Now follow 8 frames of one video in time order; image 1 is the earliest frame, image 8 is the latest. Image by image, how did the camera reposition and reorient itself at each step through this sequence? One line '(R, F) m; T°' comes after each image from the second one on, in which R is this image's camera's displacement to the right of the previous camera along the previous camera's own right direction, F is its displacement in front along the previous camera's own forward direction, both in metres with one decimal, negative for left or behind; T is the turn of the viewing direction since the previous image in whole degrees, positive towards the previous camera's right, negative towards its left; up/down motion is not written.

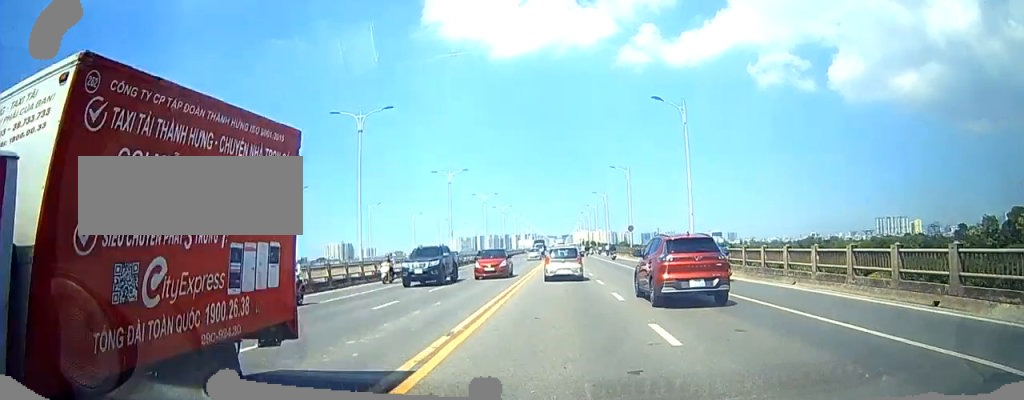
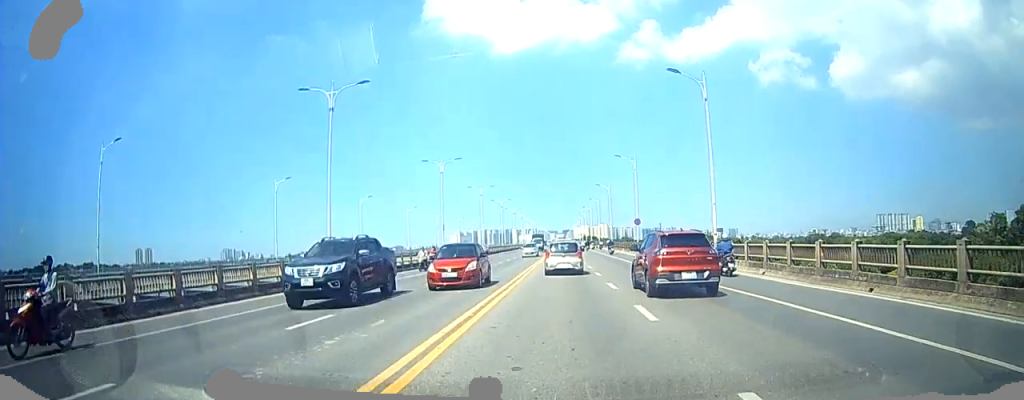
(0.0, +4.6) m; 0°
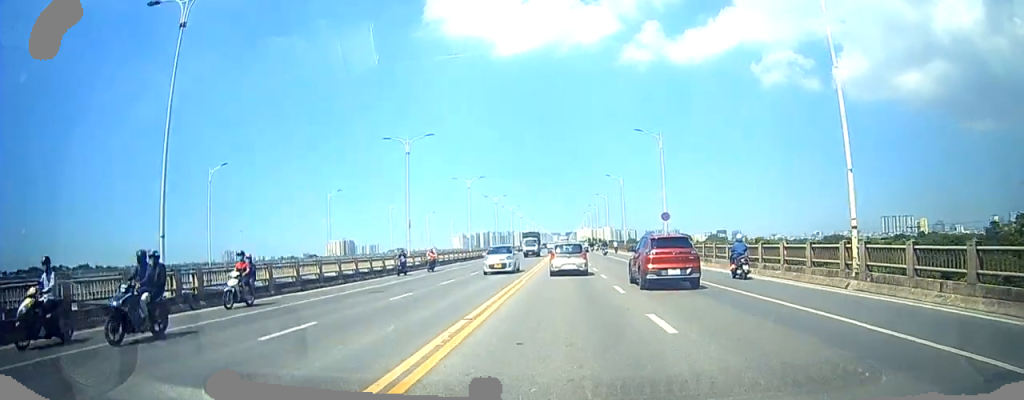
(0.0, +13.3) m; 0°
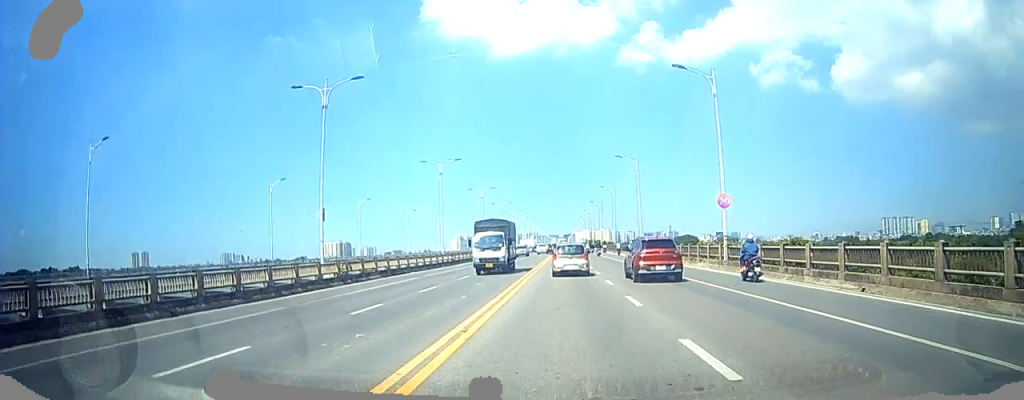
(0.0, +16.4) m; 0°
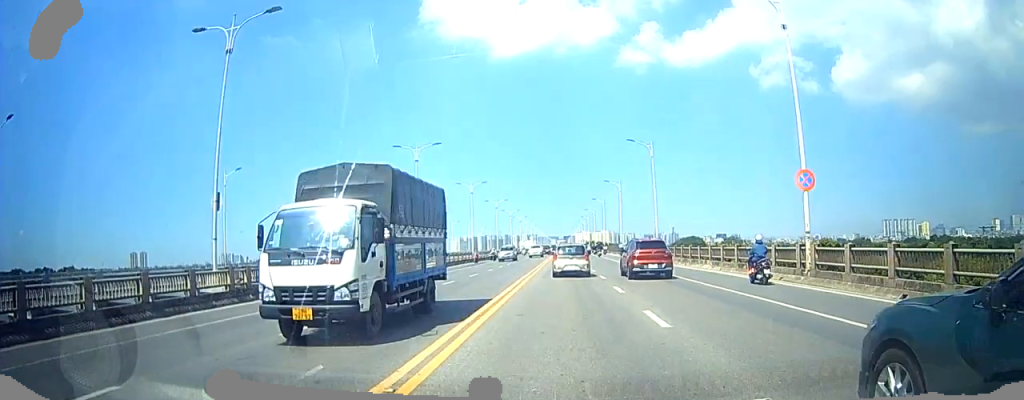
(0.0, +9.6) m; 0°
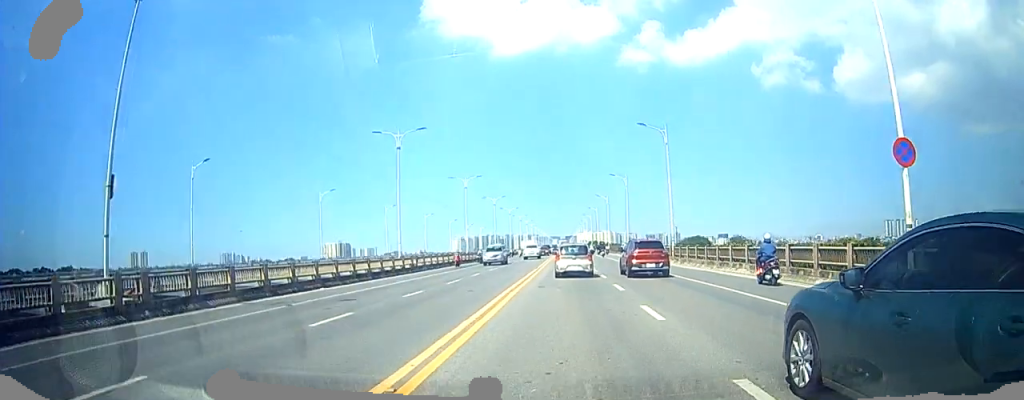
(0.0, +5.9) m; 0°
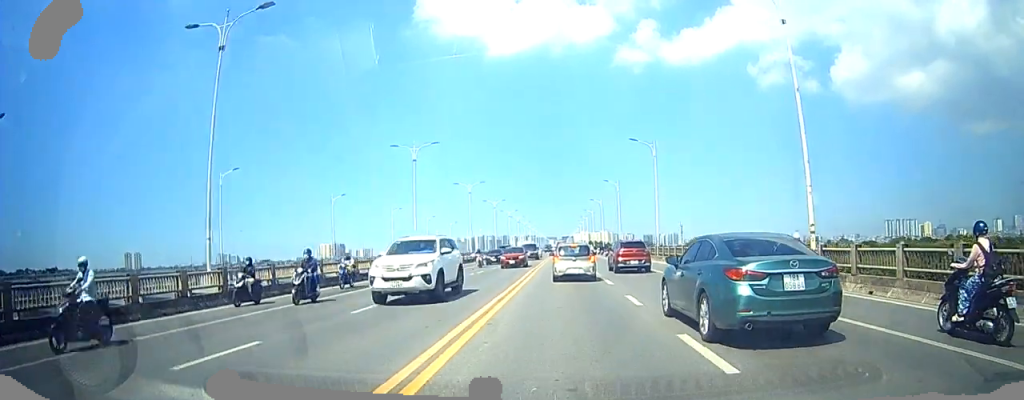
(0.0, +24.0) m; 0°
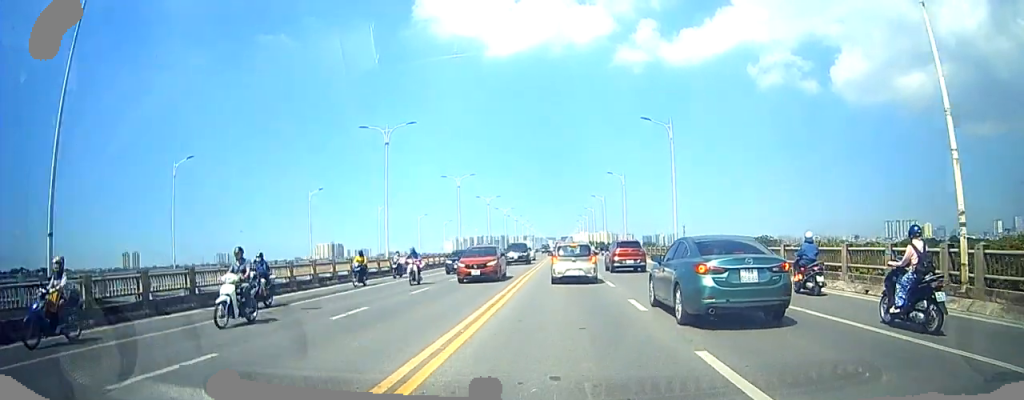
(0.0, +8.3) m; 0°
